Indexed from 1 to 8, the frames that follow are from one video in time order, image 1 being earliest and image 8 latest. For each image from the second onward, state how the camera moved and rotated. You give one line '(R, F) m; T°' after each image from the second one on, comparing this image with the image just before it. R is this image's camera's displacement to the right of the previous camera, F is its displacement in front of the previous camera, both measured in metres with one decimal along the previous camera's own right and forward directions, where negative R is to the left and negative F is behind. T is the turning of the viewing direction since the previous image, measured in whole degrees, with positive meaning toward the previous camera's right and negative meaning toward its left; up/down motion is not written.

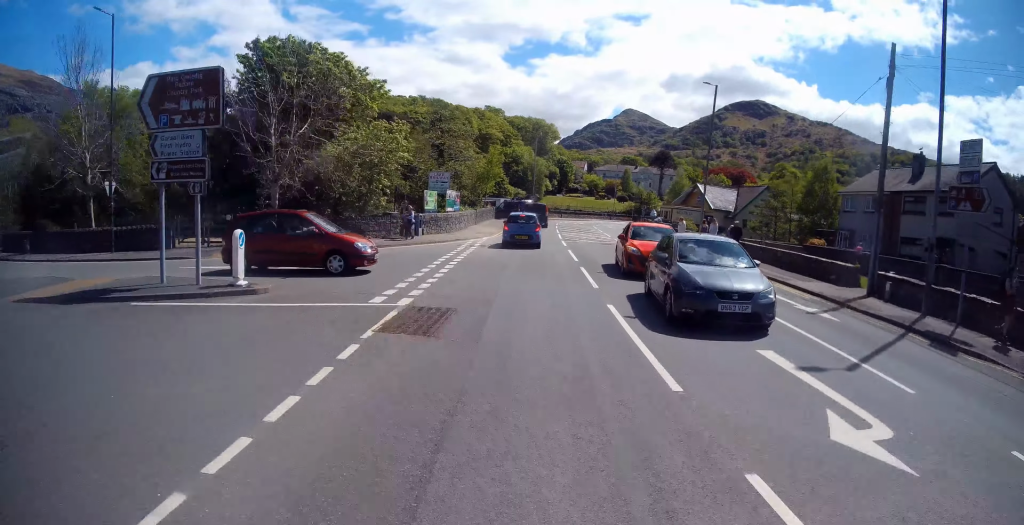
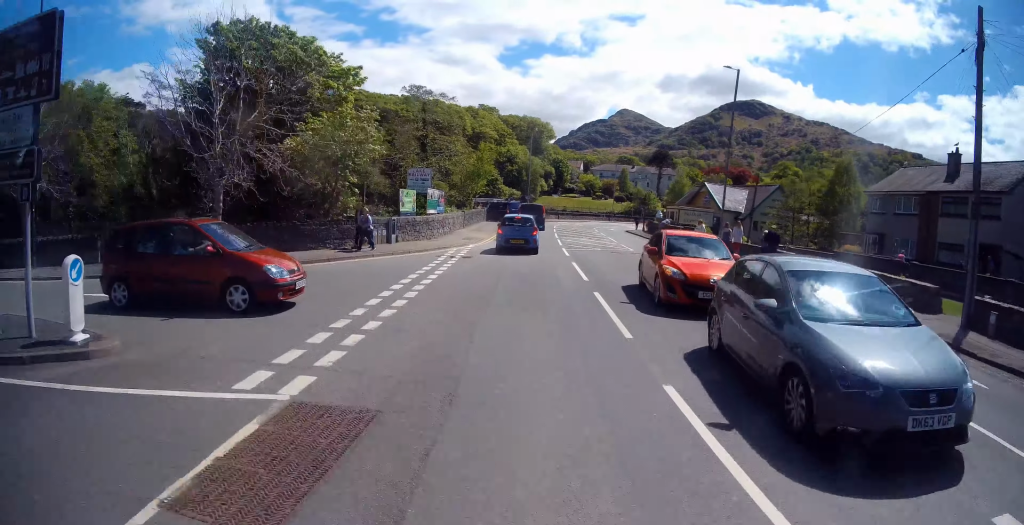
(0.0, +4.7) m; +1°
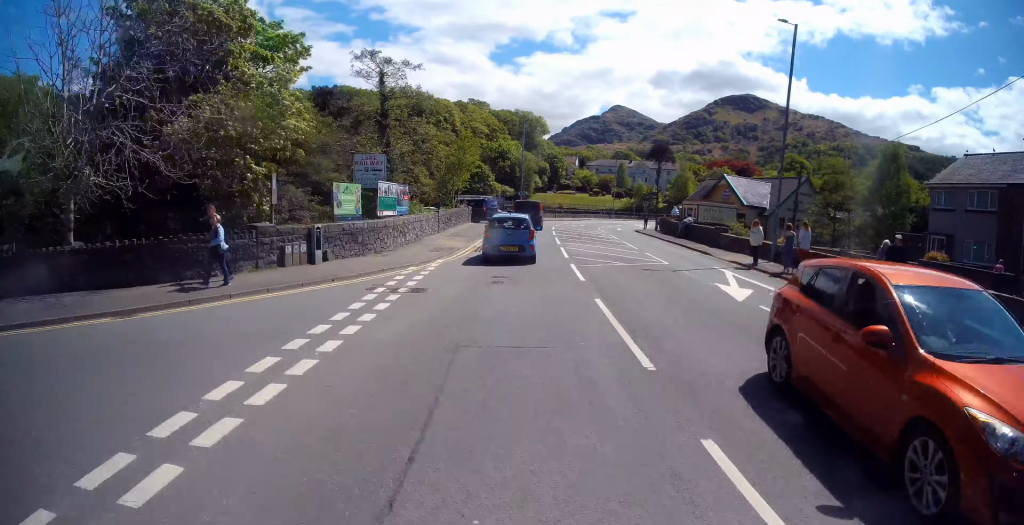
(0.0, +8.2) m; +1°
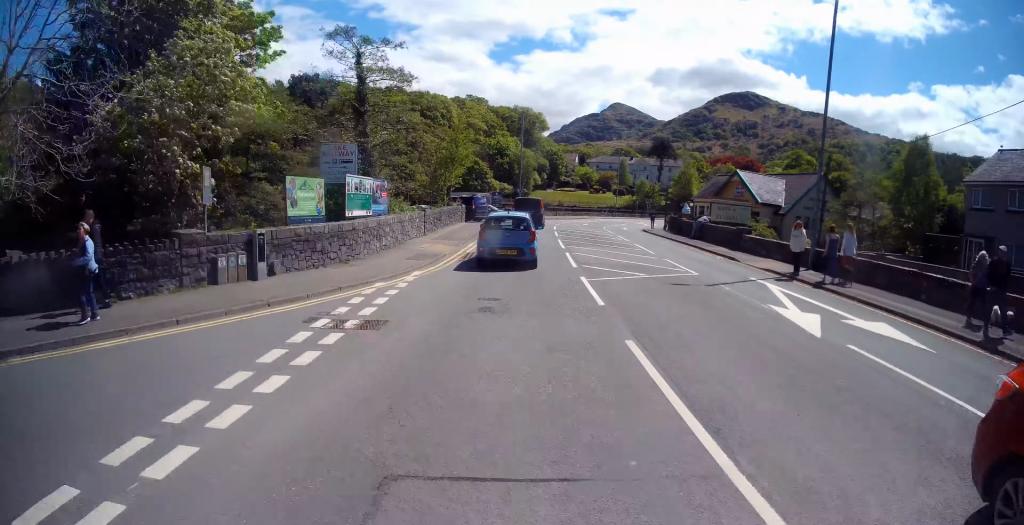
(+0.1, +3.8) m; 0°
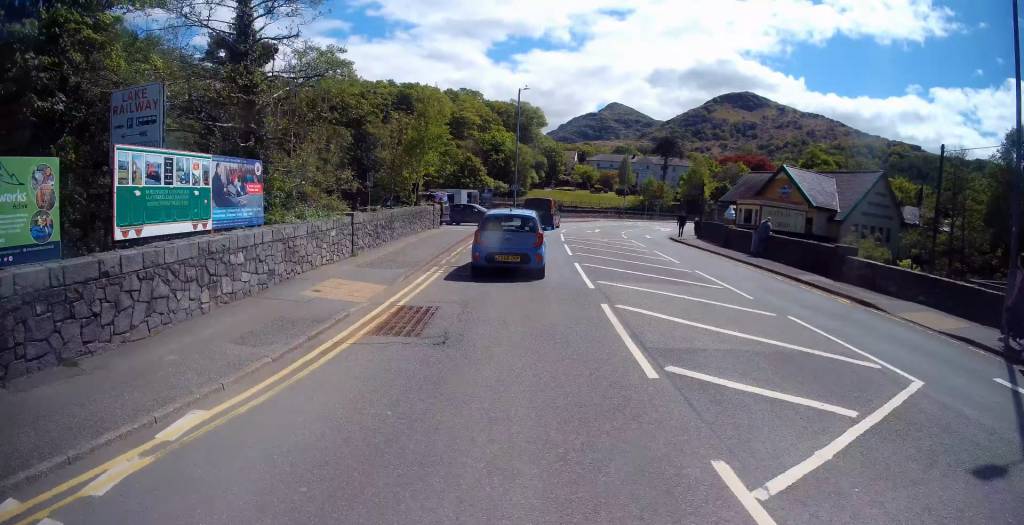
(0.0, +11.8) m; 0°
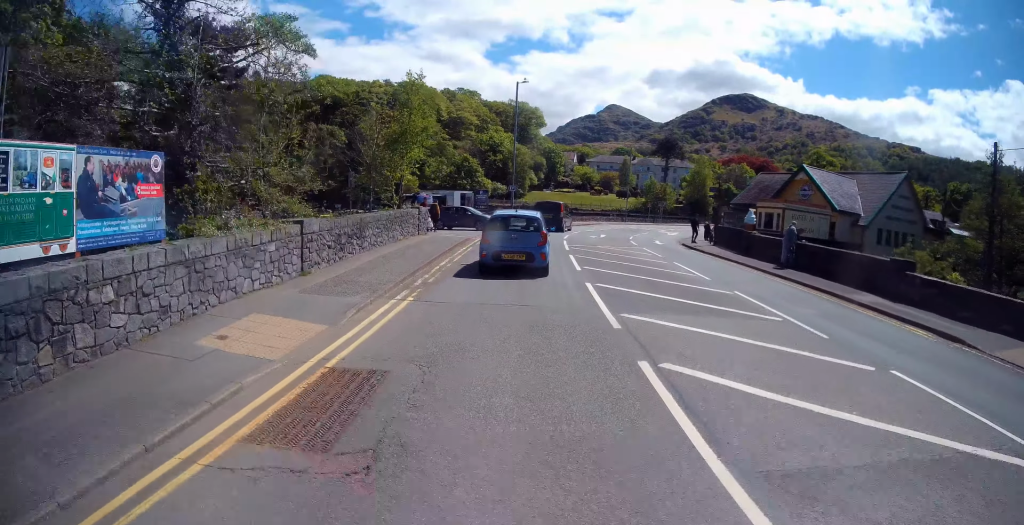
(+0.1, +3.9) m; 0°
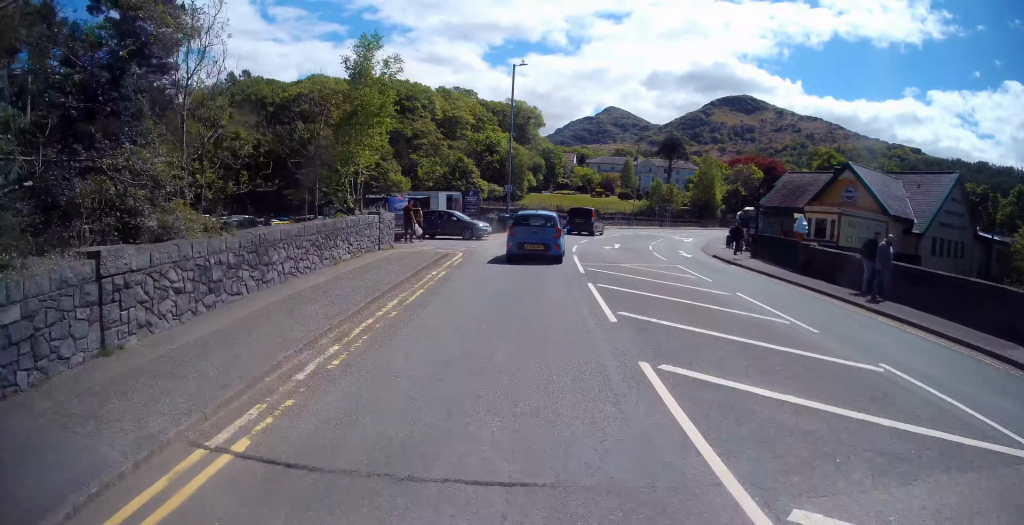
(-0.1, +6.5) m; 0°
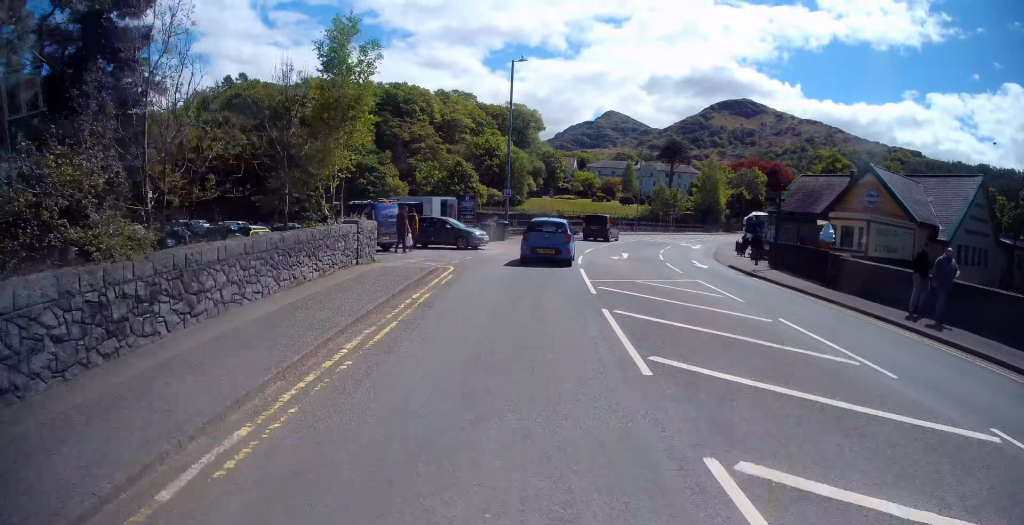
(+0.1, +2.3) m; 0°
